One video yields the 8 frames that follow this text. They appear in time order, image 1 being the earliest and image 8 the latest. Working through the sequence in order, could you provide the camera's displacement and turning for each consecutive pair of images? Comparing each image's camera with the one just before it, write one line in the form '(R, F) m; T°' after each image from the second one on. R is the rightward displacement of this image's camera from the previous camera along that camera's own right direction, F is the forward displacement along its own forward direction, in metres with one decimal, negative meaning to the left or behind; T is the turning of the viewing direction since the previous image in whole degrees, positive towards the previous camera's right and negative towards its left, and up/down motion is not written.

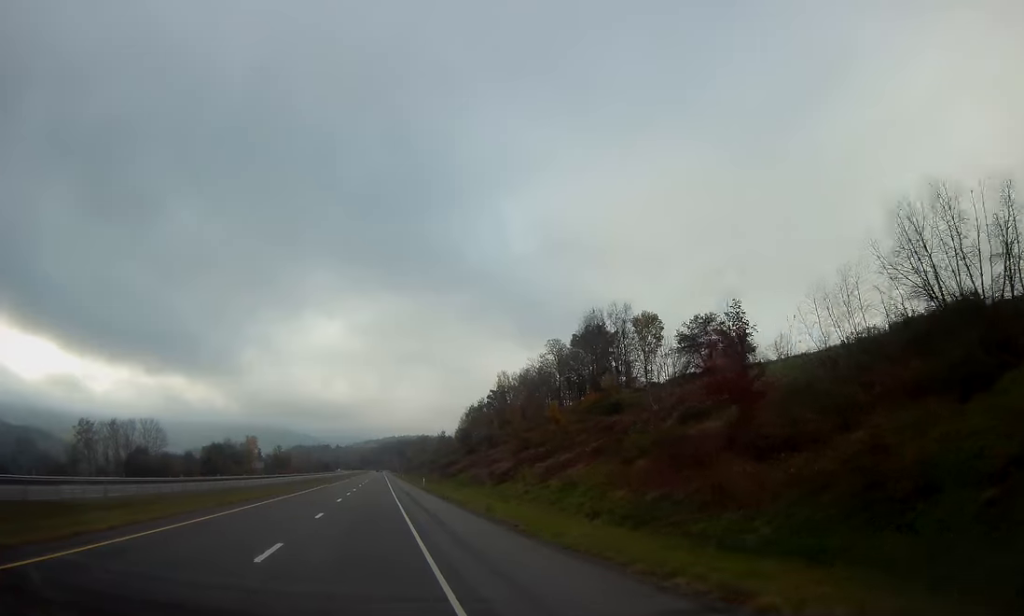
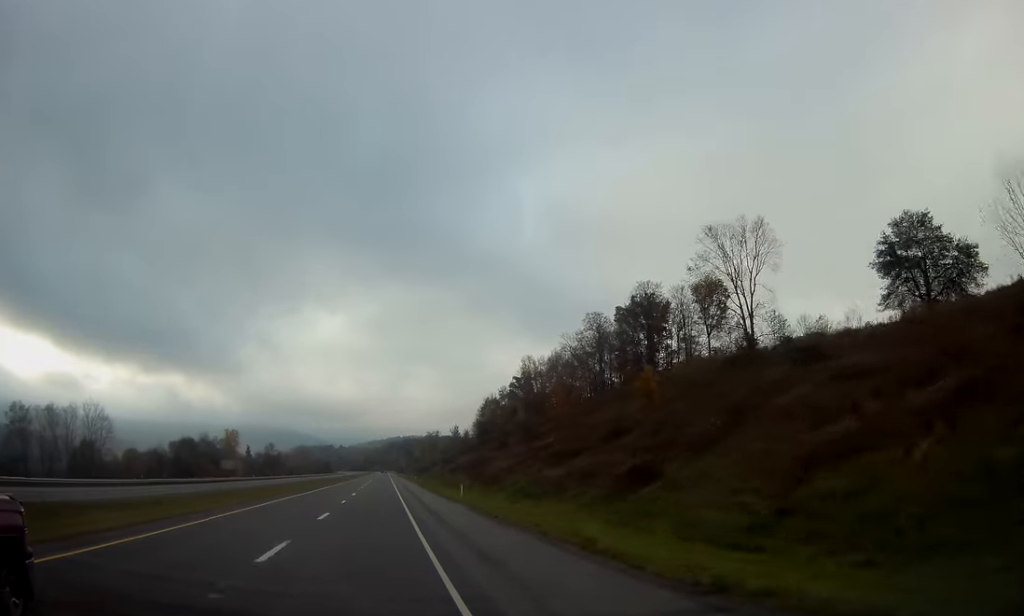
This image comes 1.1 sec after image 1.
(-0.1, +36.4) m; 0°
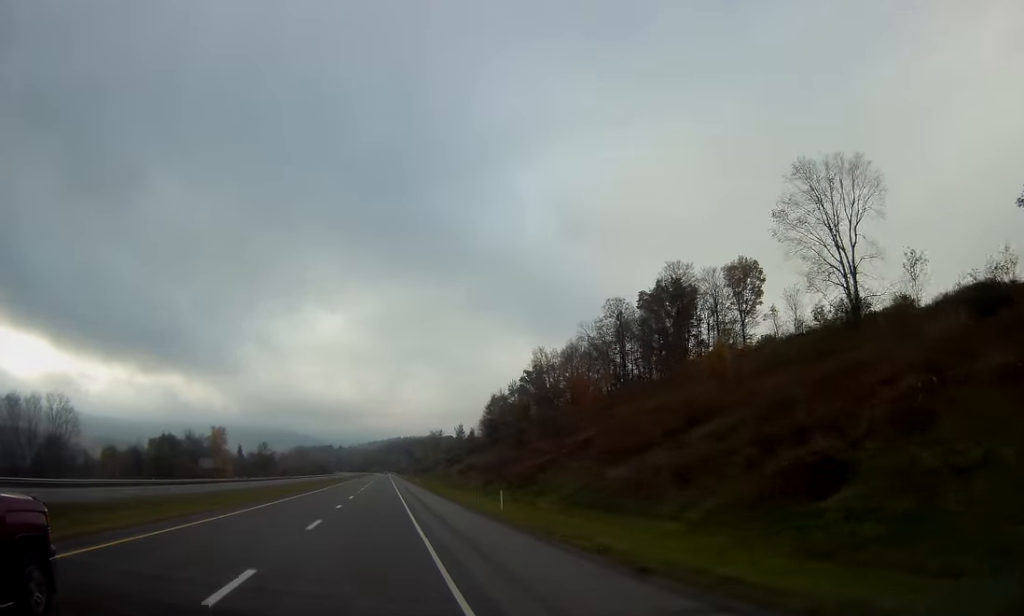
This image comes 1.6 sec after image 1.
(0.0, +16.1) m; 0°
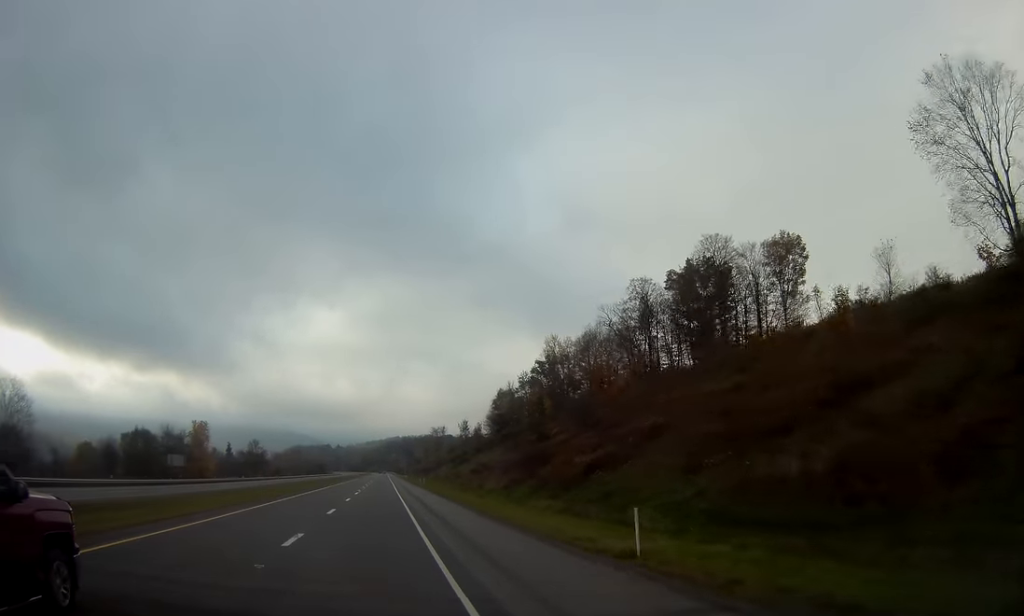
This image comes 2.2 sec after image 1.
(0.0, +17.1) m; 0°
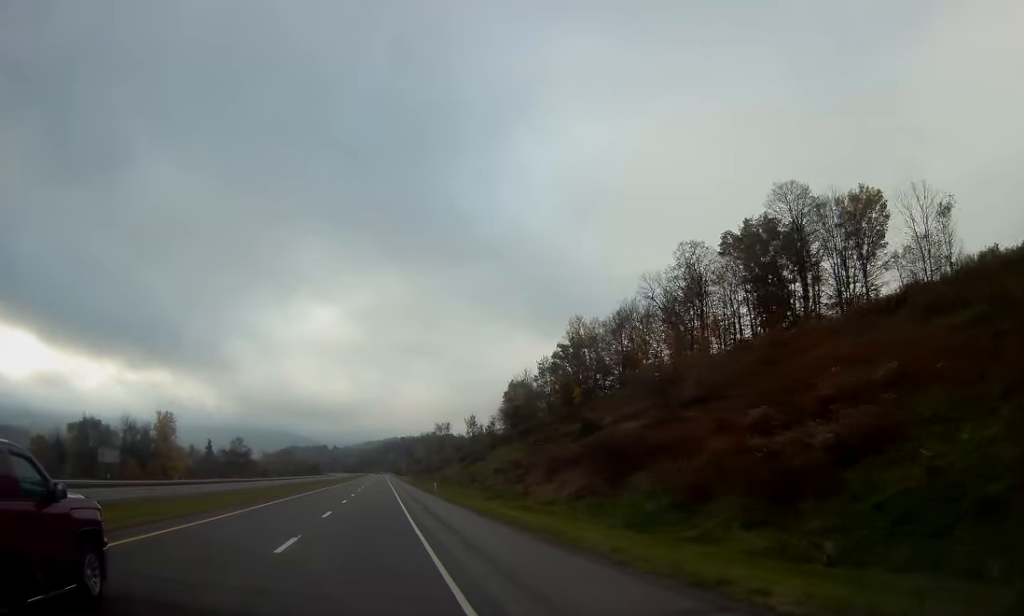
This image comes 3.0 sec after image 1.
(0.0, +25.6) m; 0°
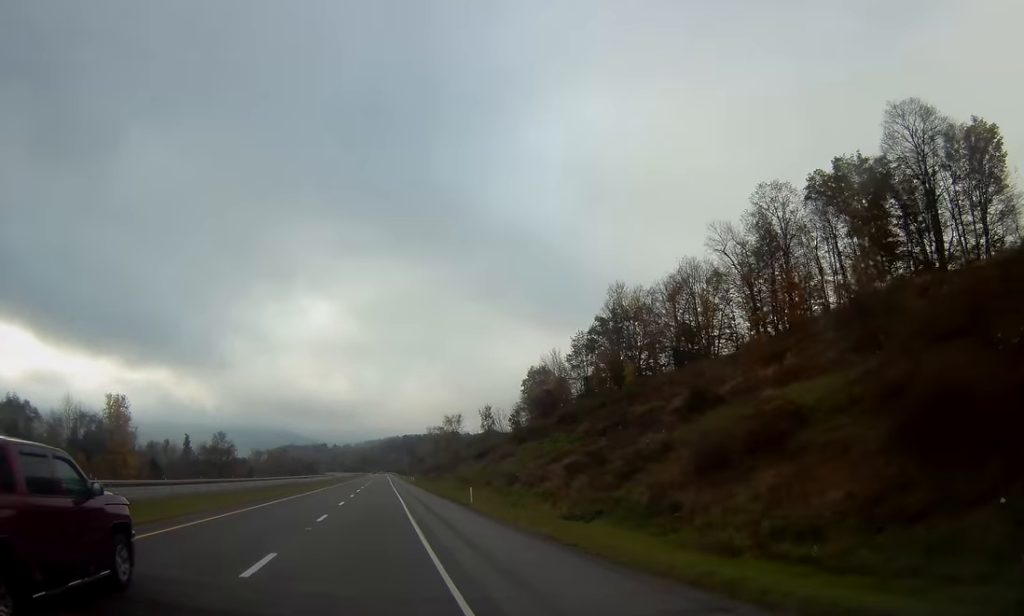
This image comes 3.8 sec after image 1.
(0.0, +27.7) m; 0°
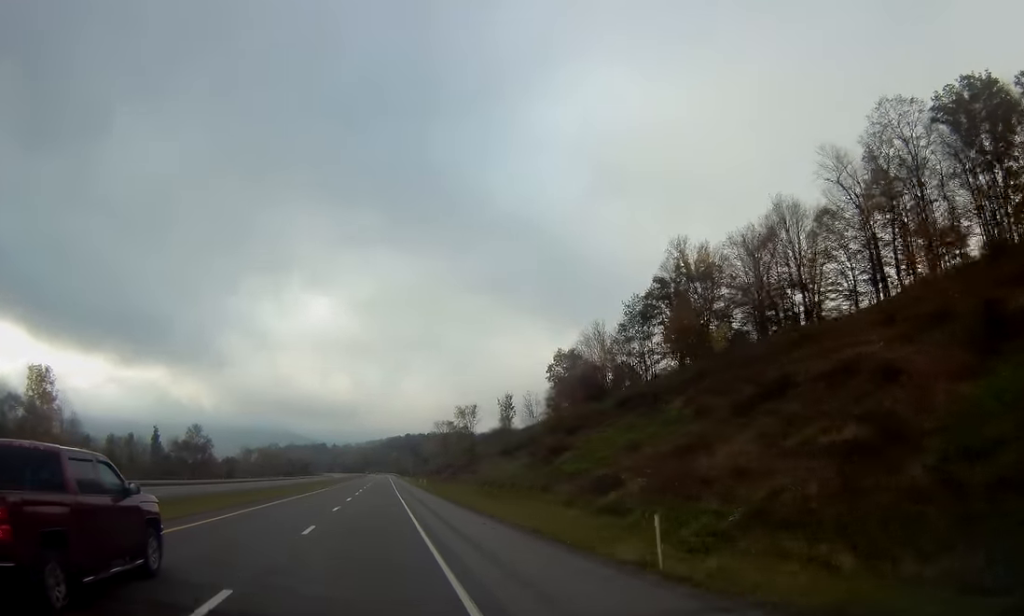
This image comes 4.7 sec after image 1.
(0.0, +28.8) m; 0°
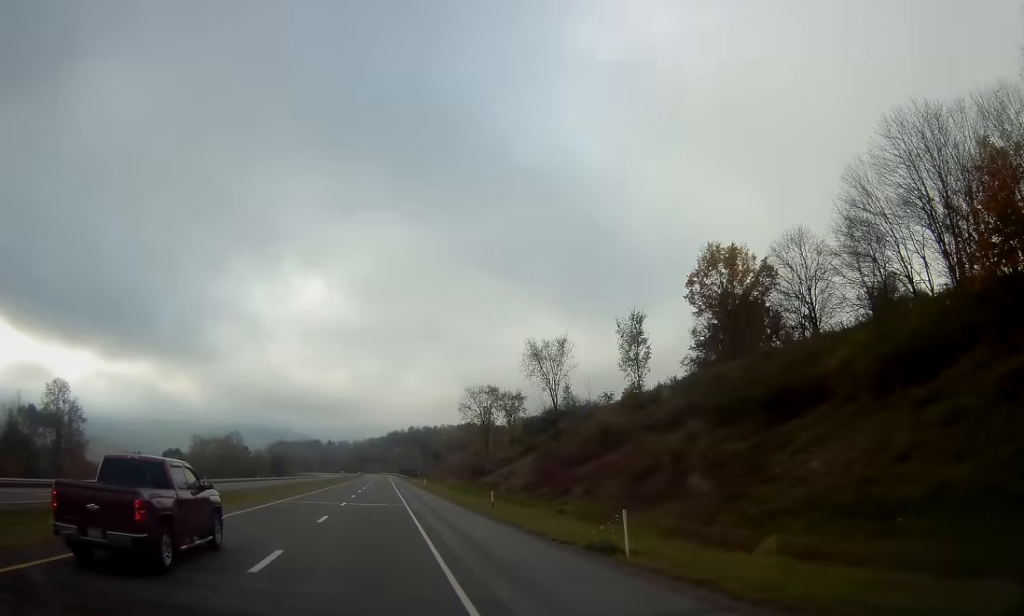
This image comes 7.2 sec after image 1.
(0.0, +80.0) m; 0°
